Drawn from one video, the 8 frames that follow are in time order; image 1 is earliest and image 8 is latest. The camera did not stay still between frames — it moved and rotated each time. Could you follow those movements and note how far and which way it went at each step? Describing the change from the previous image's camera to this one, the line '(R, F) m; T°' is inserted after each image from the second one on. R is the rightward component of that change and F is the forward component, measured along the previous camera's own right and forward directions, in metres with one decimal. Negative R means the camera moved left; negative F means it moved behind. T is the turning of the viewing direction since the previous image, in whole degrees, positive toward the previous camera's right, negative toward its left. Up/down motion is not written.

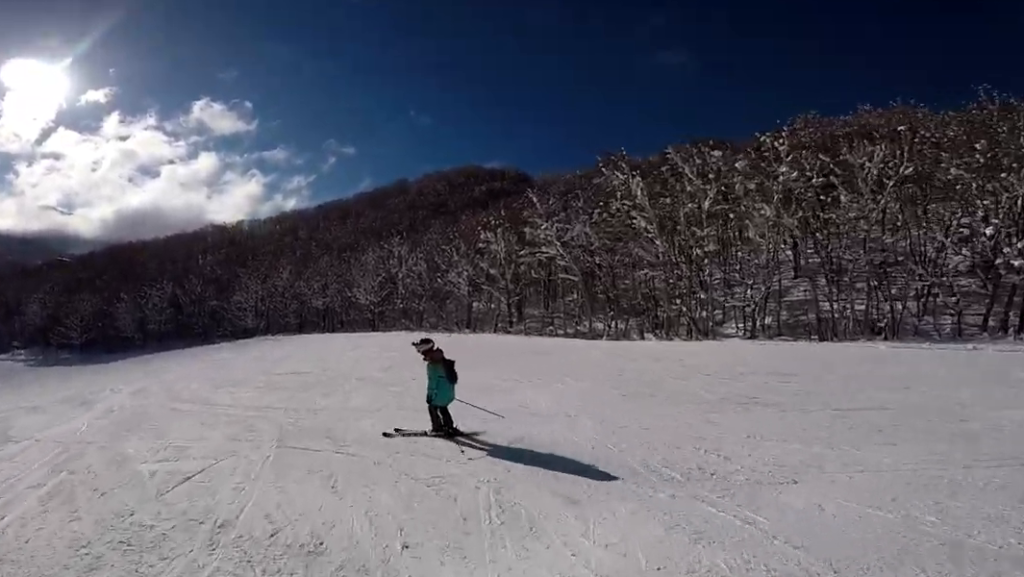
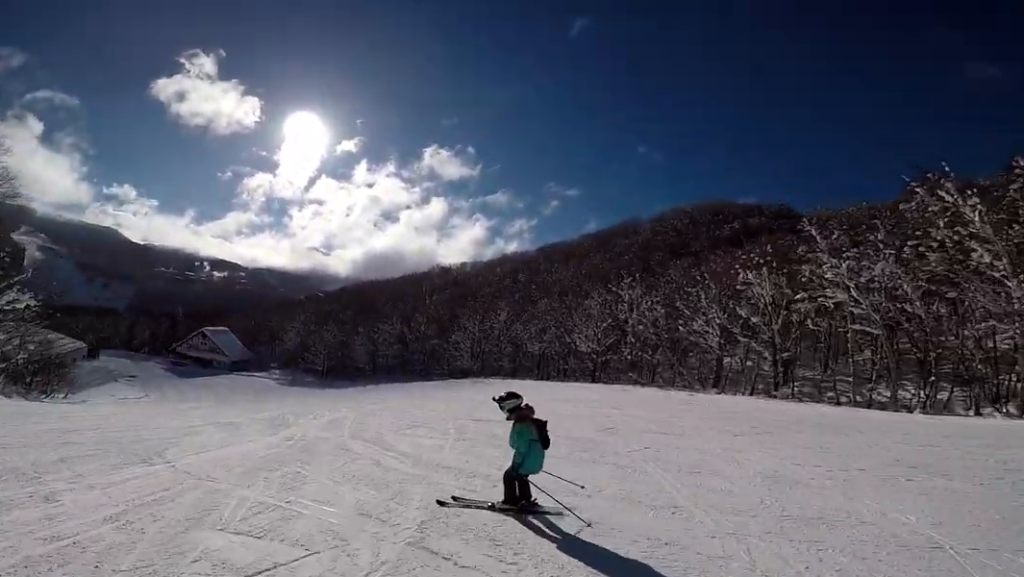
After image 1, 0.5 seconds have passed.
(-0.2, +2.9) m; -5°
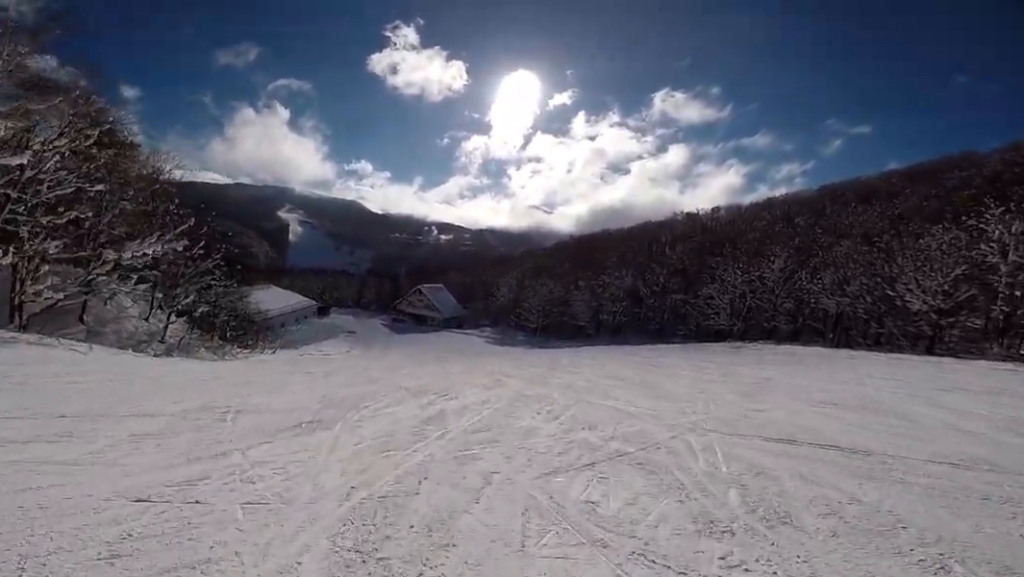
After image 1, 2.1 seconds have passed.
(-0.3, +9.7) m; -15°
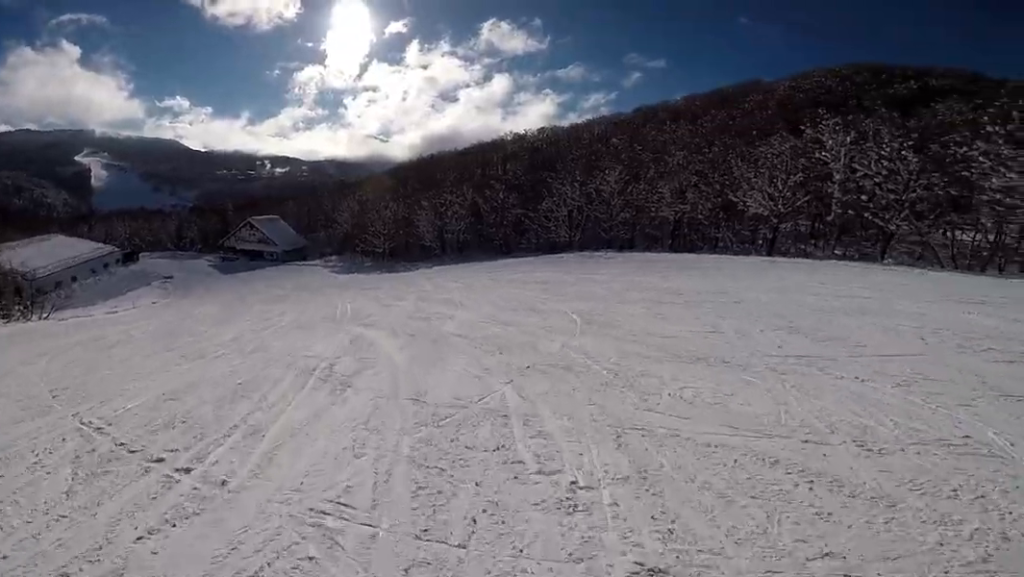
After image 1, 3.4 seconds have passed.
(-1.4, +7.4) m; +6°
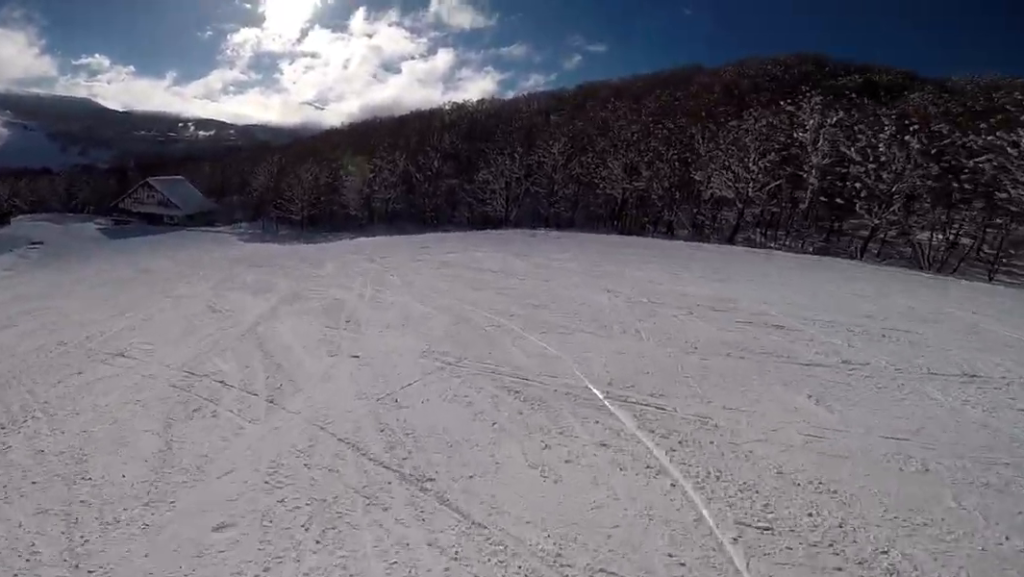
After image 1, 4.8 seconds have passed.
(+3.3, +7.3) m; +24°
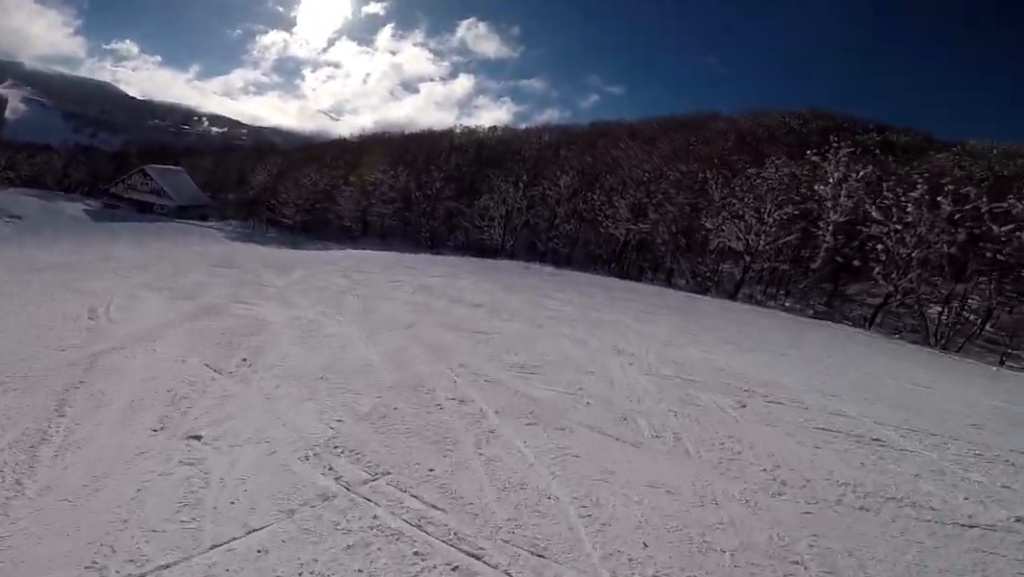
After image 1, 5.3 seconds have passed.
(+0.5, +2.6) m; -3°
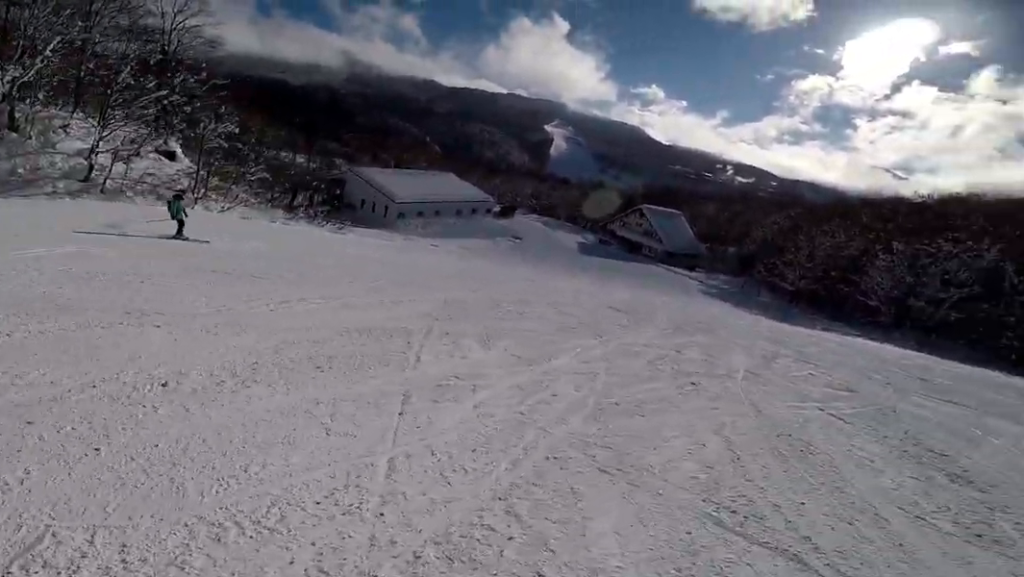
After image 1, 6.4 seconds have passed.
(-1.4, +4.5) m; -27°
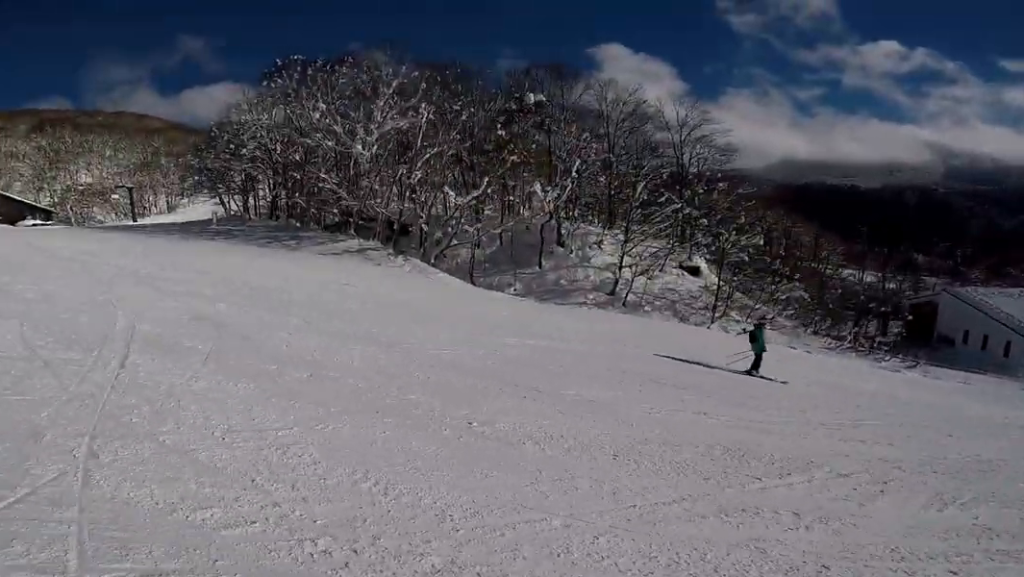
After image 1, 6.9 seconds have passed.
(-0.1, +2.0) m; -19°
